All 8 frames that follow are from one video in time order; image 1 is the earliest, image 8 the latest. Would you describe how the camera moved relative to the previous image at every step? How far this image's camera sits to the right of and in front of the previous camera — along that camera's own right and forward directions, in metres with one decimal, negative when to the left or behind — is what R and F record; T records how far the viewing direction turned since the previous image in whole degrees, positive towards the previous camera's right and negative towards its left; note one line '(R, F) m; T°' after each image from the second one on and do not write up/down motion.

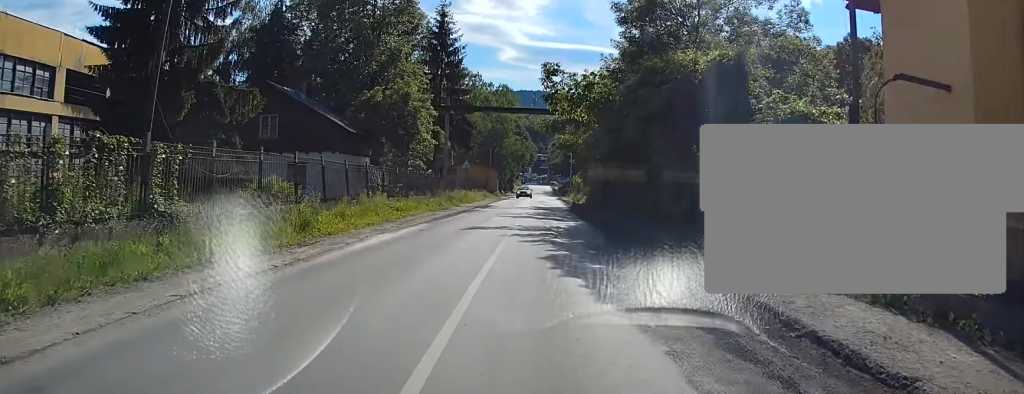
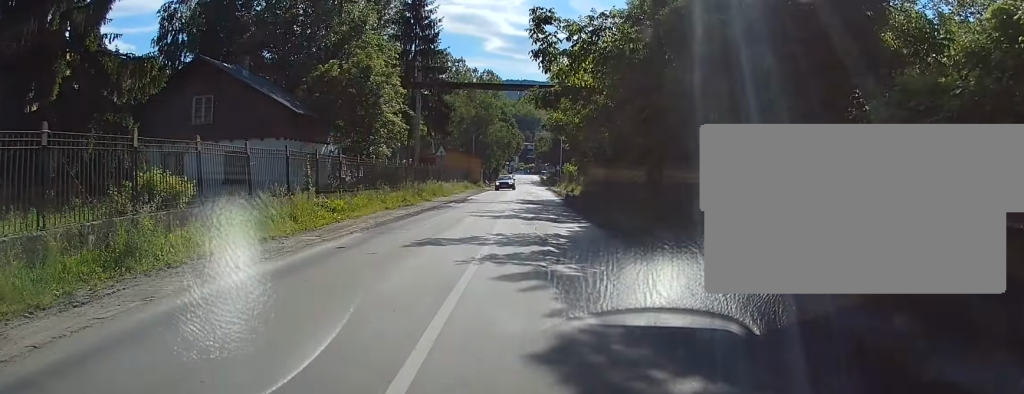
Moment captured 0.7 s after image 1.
(+0.1, +7.4) m; +2°
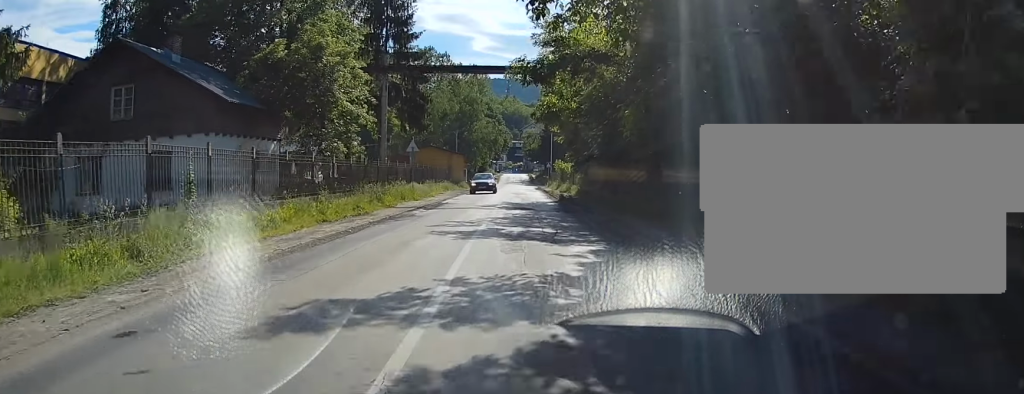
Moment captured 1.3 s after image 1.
(+0.3, +6.8) m; 0°
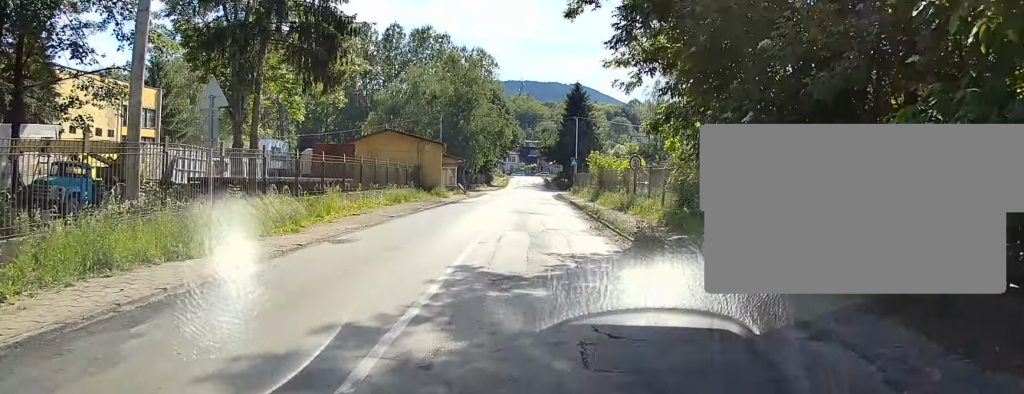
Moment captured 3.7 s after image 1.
(-0.8, +25.5) m; -2°
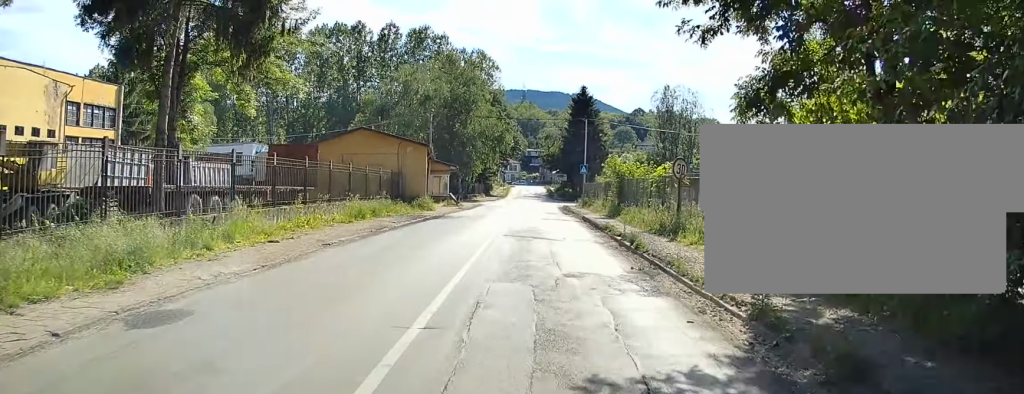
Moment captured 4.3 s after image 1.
(0.0, +7.2) m; 0°
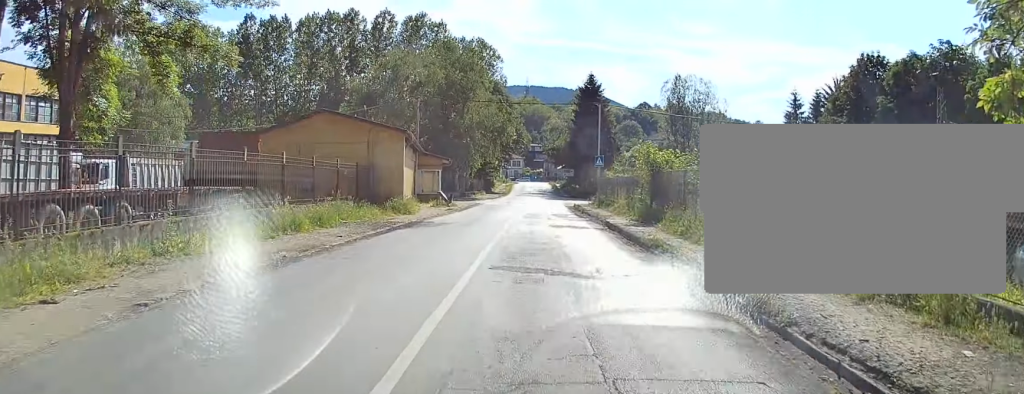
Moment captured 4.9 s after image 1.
(0.0, +7.4) m; 0°
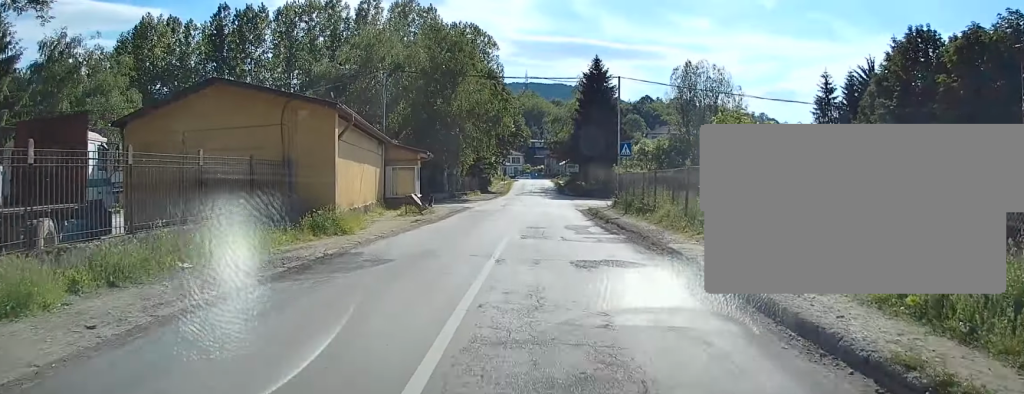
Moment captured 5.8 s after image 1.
(+0.1, +10.0) m; 0°
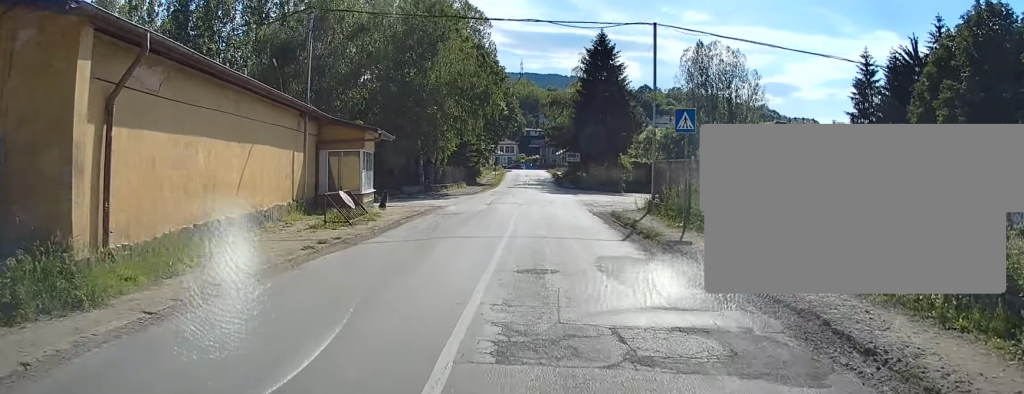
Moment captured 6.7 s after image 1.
(0.0, +11.0) m; 0°
